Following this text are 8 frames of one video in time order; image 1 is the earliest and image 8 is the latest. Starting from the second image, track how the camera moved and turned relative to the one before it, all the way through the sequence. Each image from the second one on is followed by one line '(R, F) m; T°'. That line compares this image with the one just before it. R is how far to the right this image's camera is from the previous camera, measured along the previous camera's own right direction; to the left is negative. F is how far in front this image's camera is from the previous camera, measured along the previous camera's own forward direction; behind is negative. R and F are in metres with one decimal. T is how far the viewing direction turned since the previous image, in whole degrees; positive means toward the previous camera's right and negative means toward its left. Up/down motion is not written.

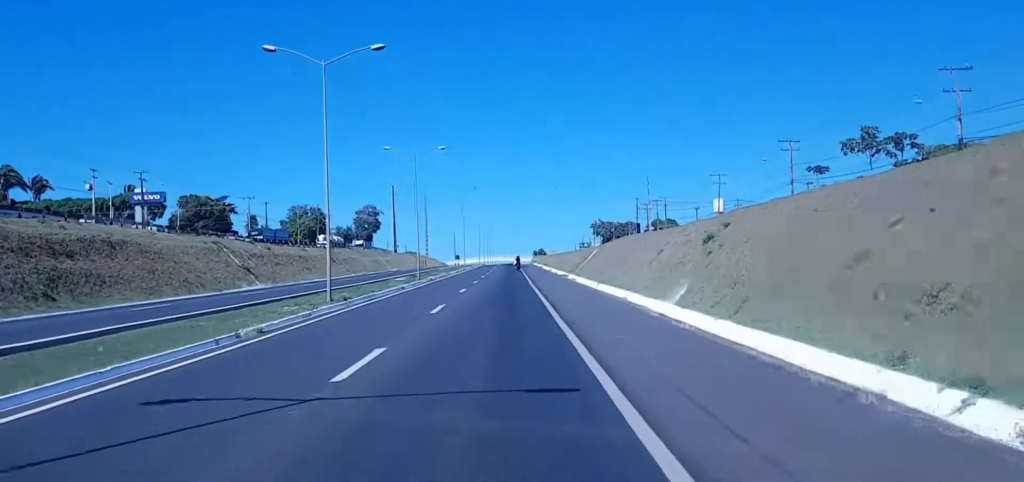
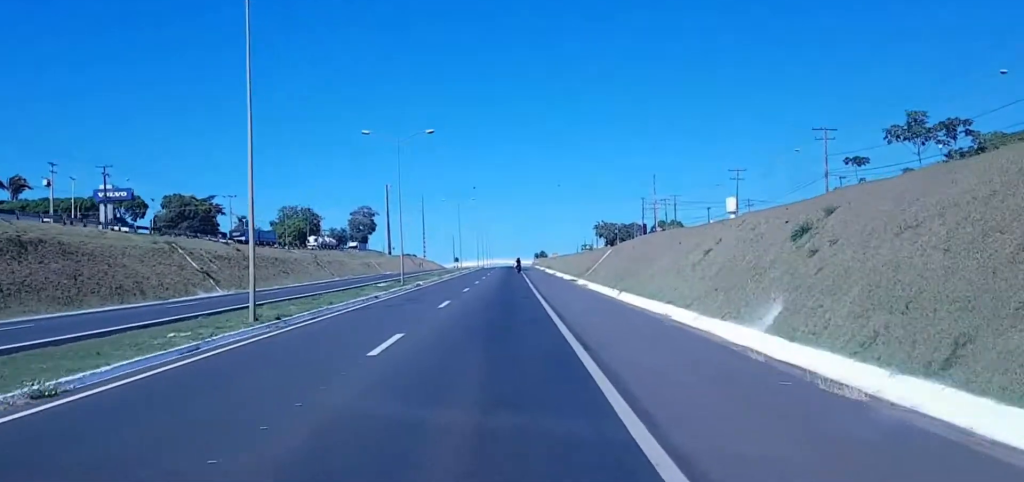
(0.0, +11.5) m; 0°
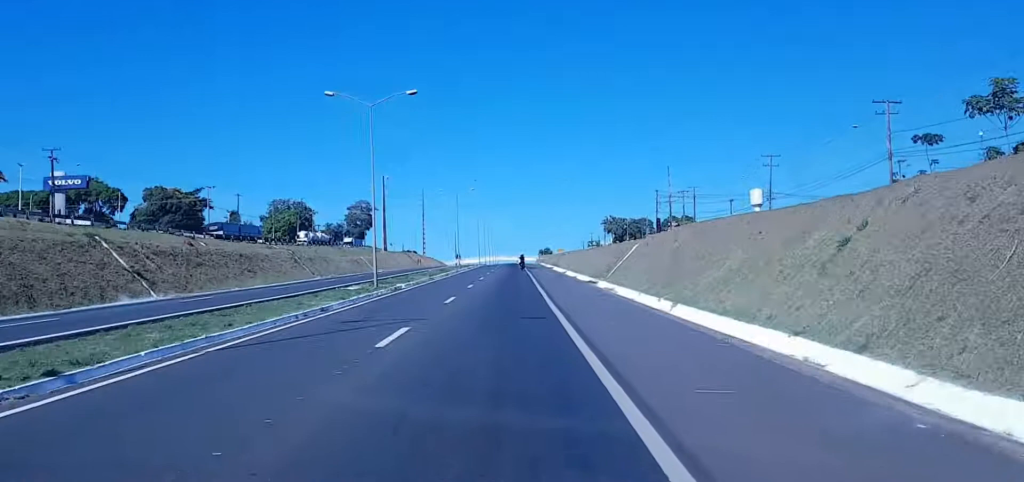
(+0.1, +15.2) m; 0°
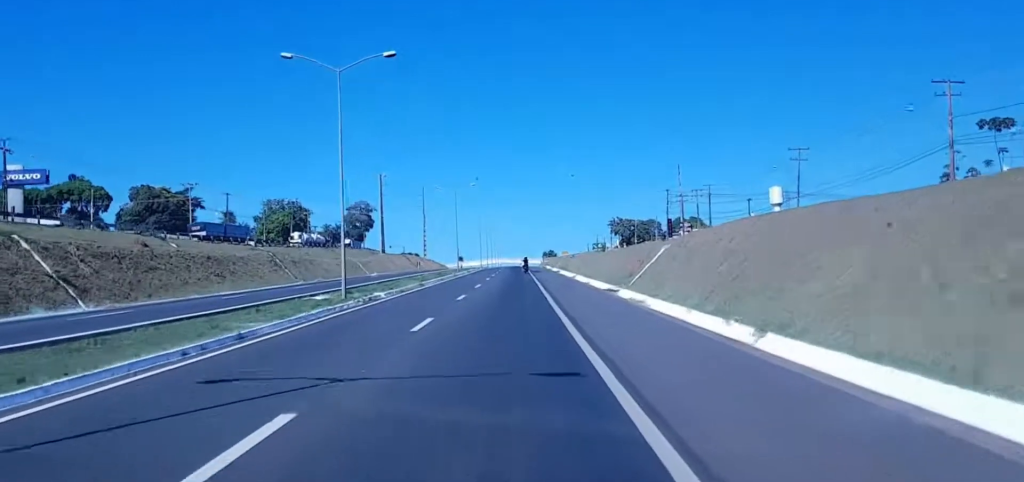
(-0.1, +11.3) m; -1°
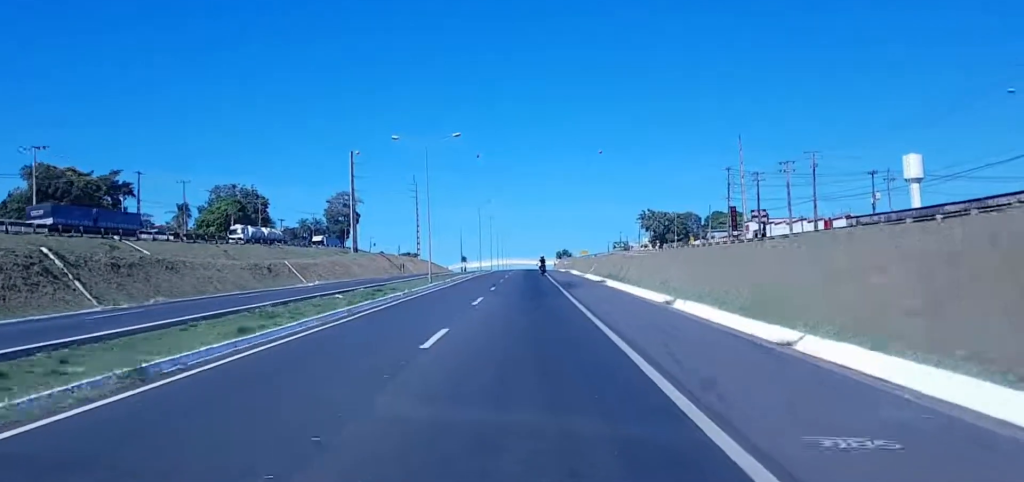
(-0.9, +51.8) m; -1°
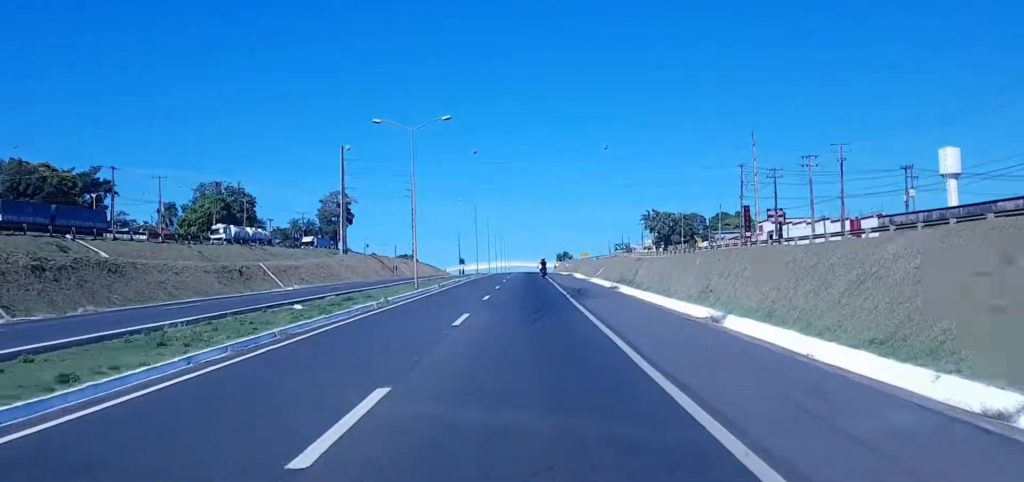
(0.0, +9.4) m; 0°
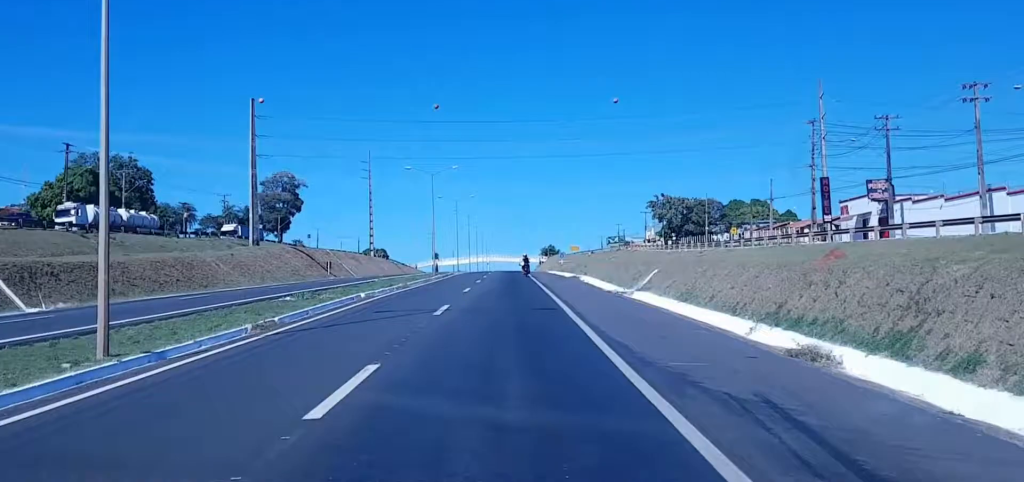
(-0.1, +44.8) m; +1°
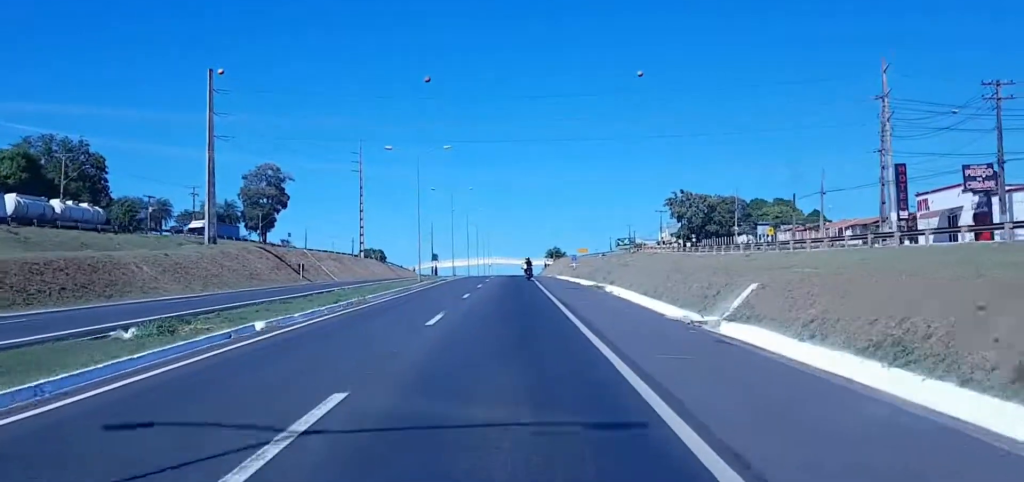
(+0.4, +18.6) m; +1°
